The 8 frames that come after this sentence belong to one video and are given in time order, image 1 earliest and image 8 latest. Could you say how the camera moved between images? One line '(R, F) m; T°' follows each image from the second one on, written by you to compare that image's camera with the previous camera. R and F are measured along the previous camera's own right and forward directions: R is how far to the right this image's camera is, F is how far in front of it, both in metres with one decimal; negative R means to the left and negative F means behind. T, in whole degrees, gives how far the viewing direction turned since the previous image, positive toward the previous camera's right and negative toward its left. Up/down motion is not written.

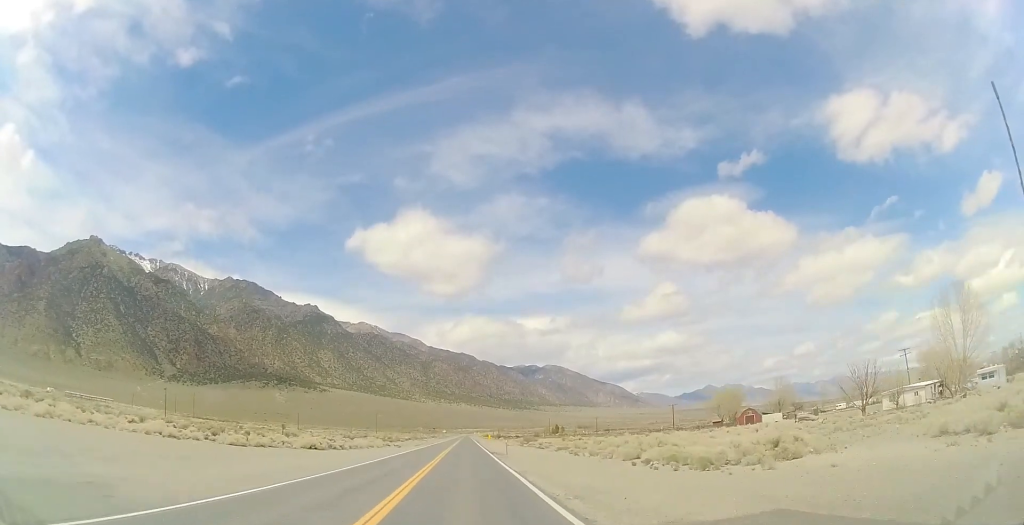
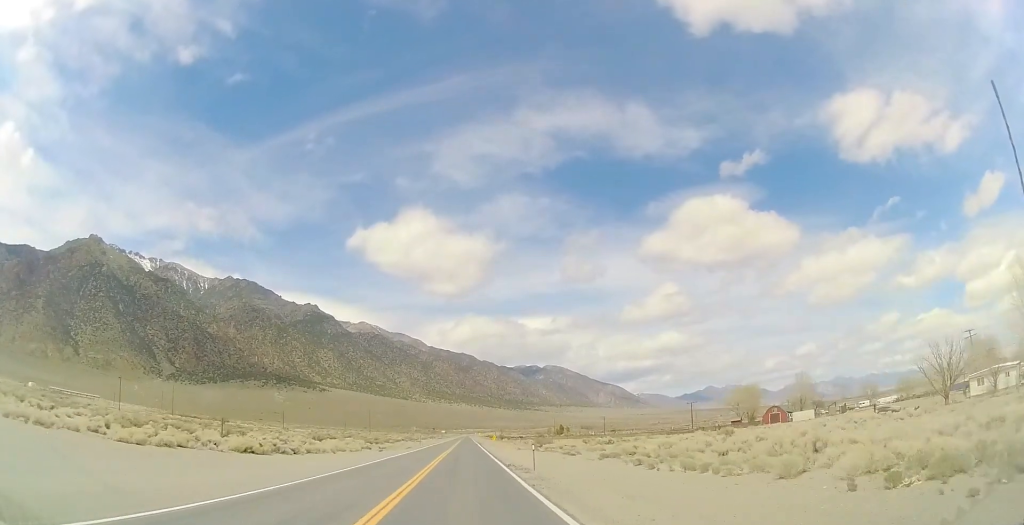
(-0.3, +16.7) m; +3°
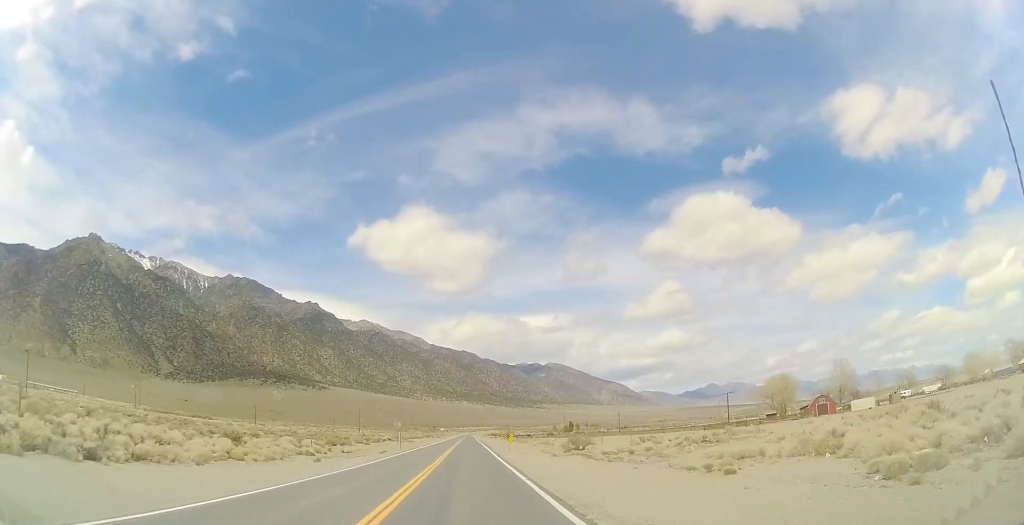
(+1.3, +25.4) m; +1°
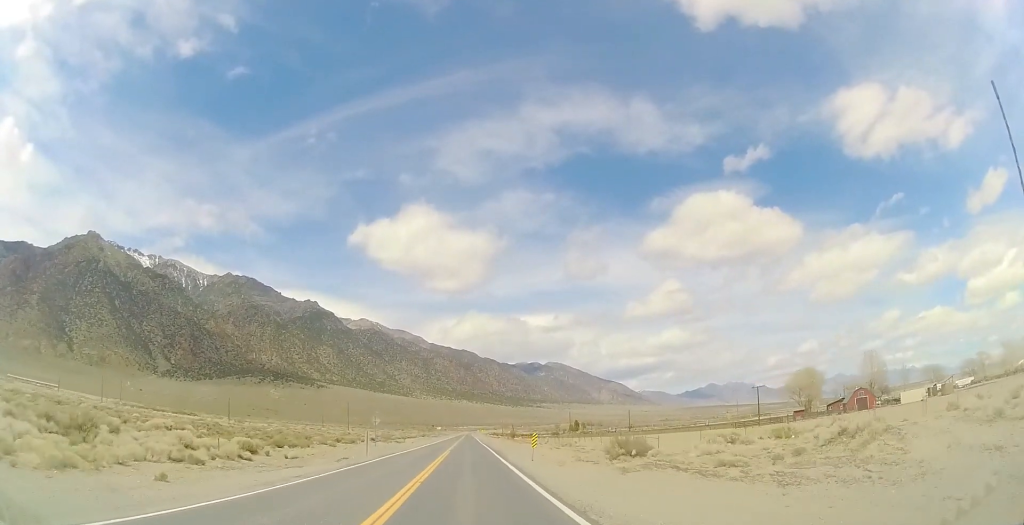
(-0.8, +18.1) m; -2°
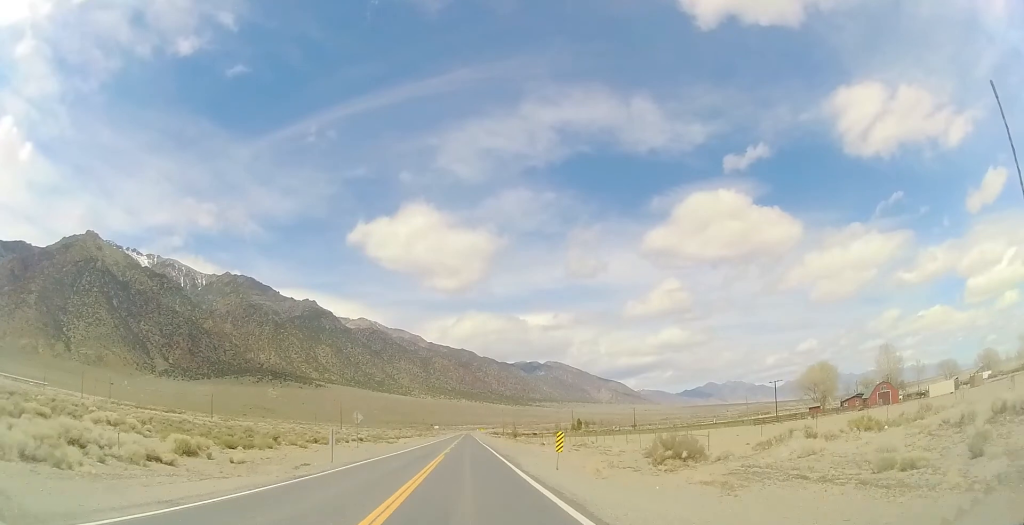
(+0.1, +9.4) m; -1°
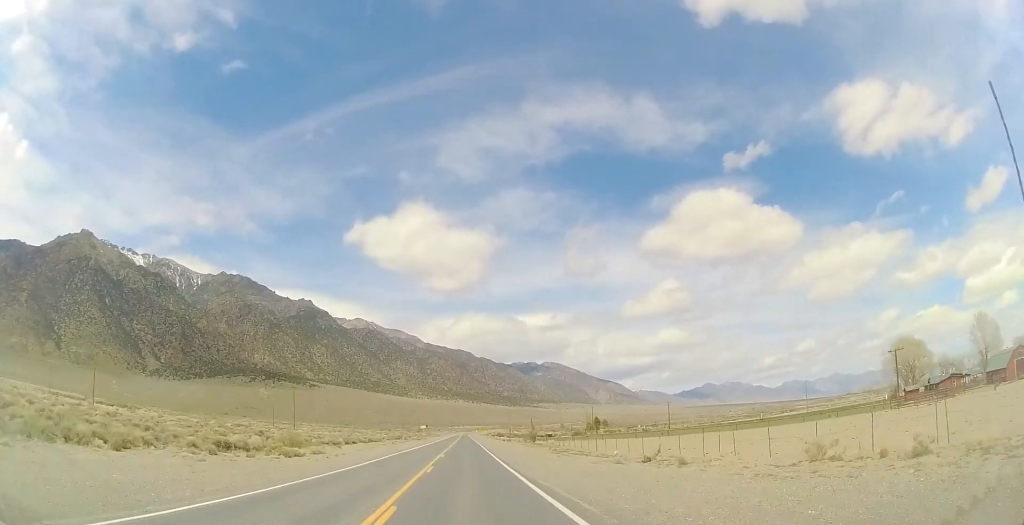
(-0.3, +45.9) m; 0°
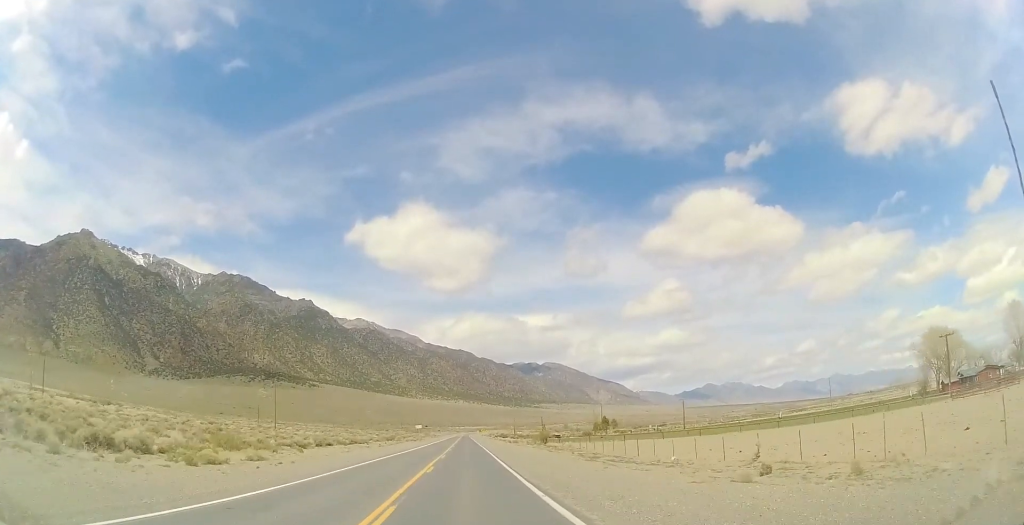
(0.0, +13.6) m; 0°
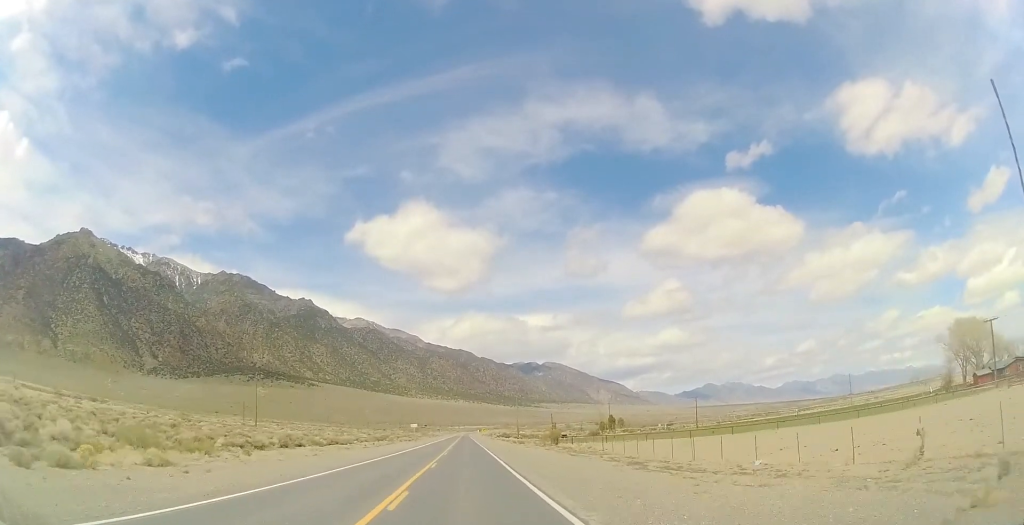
(-0.2, +10.9) m; 0°
